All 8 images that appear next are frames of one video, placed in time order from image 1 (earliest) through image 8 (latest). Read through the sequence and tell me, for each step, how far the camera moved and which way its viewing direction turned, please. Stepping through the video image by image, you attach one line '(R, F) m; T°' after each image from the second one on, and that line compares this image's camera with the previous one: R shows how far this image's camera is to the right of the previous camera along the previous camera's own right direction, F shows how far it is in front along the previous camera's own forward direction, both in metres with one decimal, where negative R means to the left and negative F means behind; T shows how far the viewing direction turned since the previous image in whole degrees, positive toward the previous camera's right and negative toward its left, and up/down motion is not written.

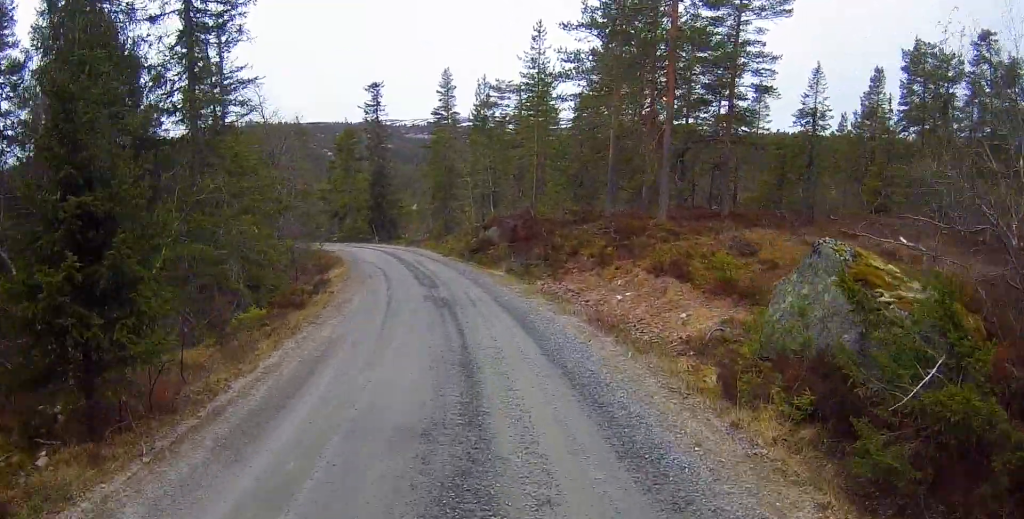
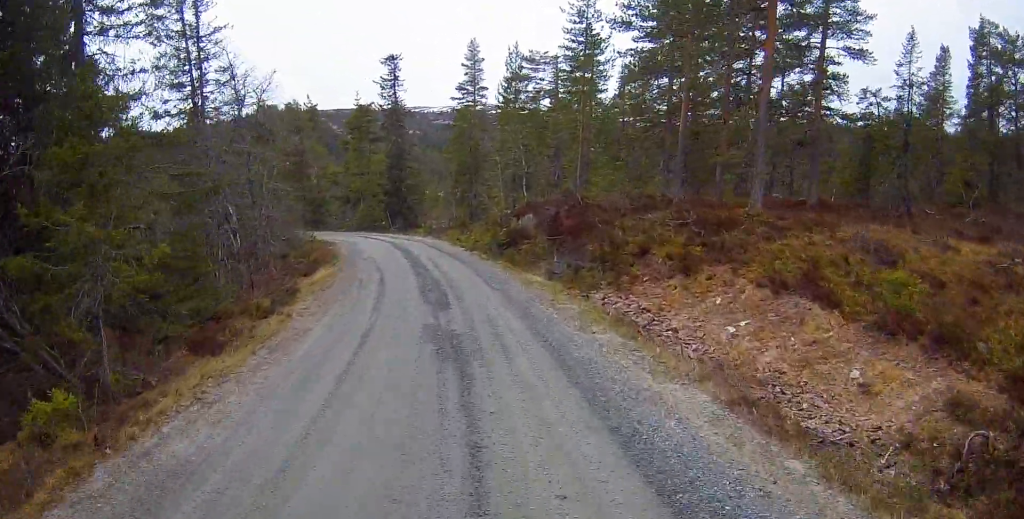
(+0.1, +6.7) m; -2°
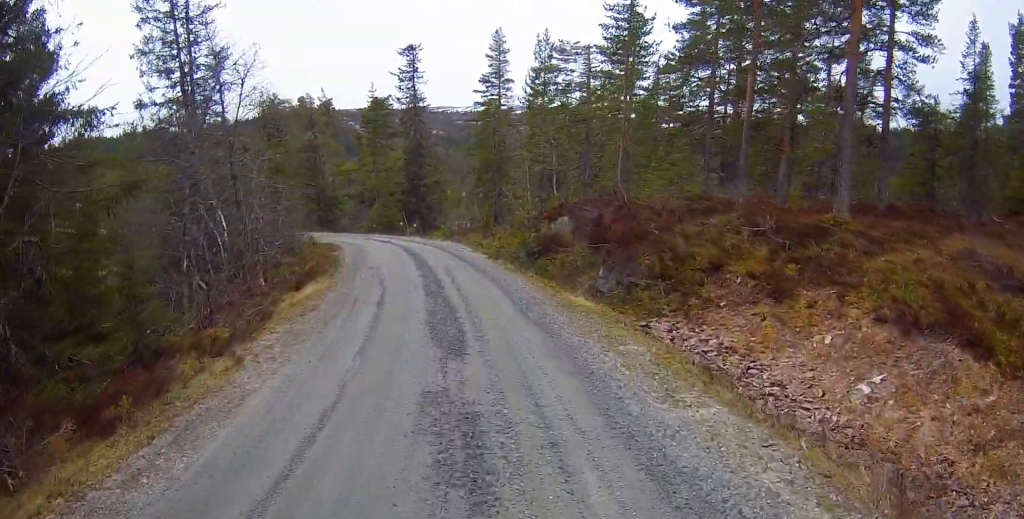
(0.0, +3.8) m; -2°
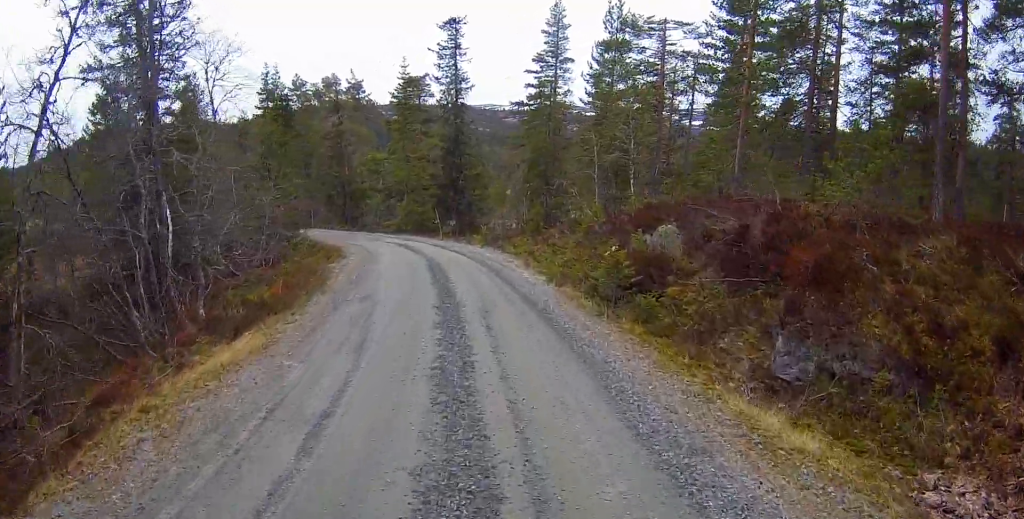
(-0.4, +7.4) m; -5°
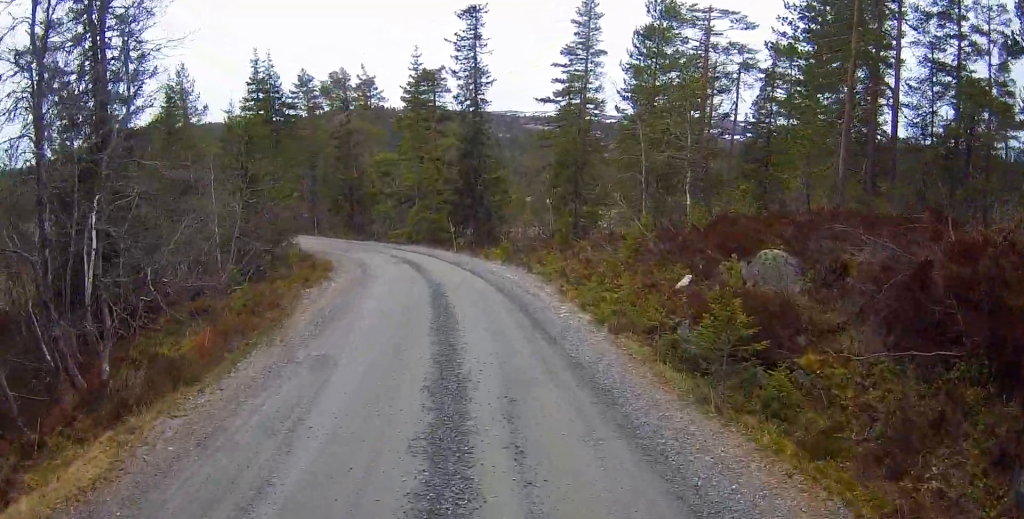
(0.0, +4.5) m; -2°
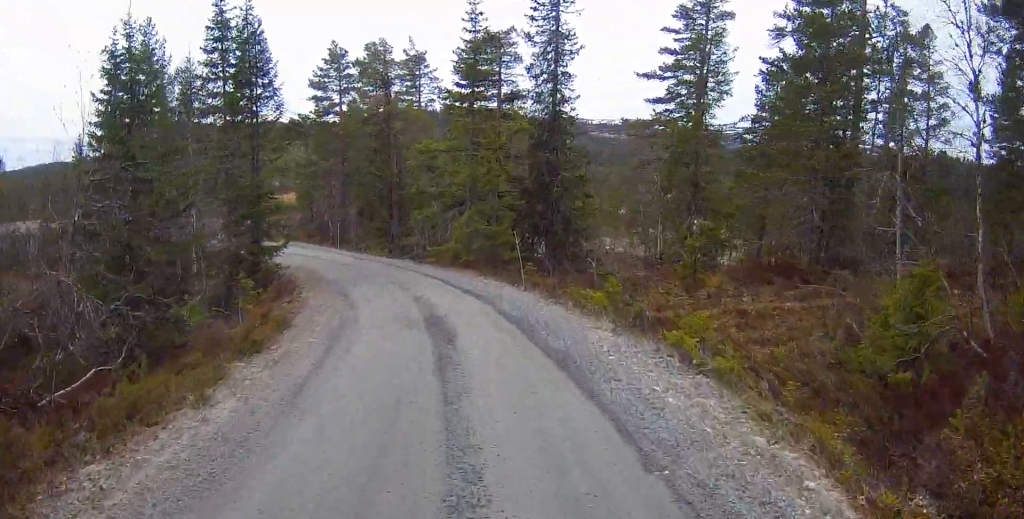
(-0.6, +10.5) m; -8°
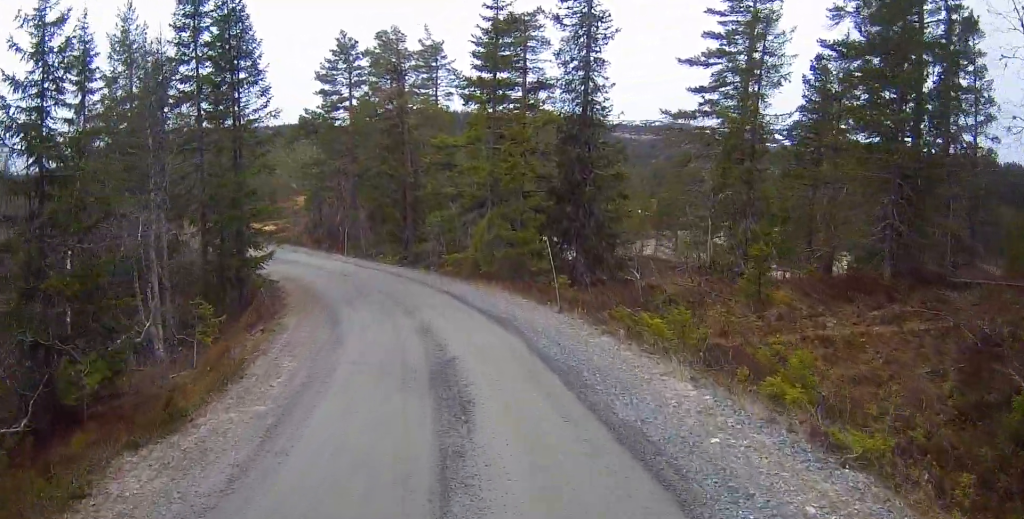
(-0.2, +3.2) m; -2°
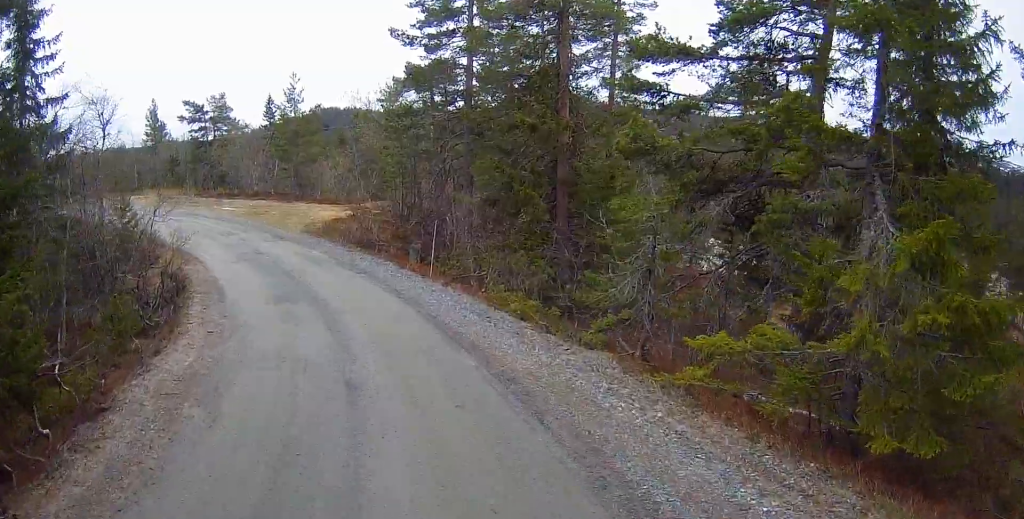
(-0.4, +15.4) m; -8°
